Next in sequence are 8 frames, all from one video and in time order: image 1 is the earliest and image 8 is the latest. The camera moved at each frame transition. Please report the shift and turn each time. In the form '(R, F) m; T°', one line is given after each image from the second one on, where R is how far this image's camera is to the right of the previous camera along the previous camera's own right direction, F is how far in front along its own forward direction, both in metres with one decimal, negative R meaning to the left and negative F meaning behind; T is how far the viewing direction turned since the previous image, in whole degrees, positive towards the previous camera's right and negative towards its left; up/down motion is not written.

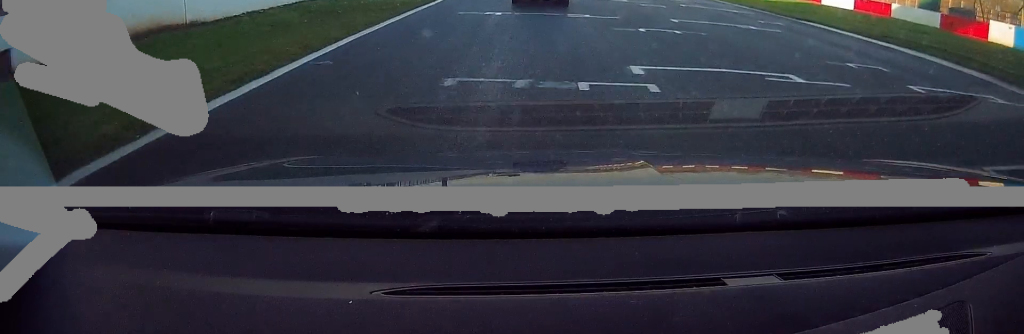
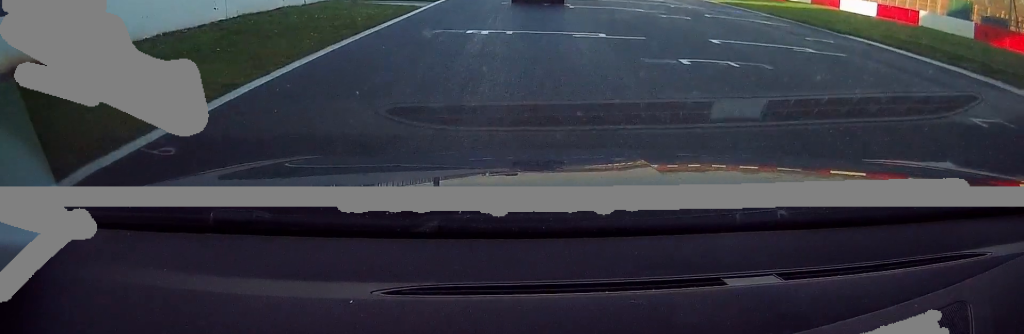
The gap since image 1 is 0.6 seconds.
(0.0, +3.9) m; 0°
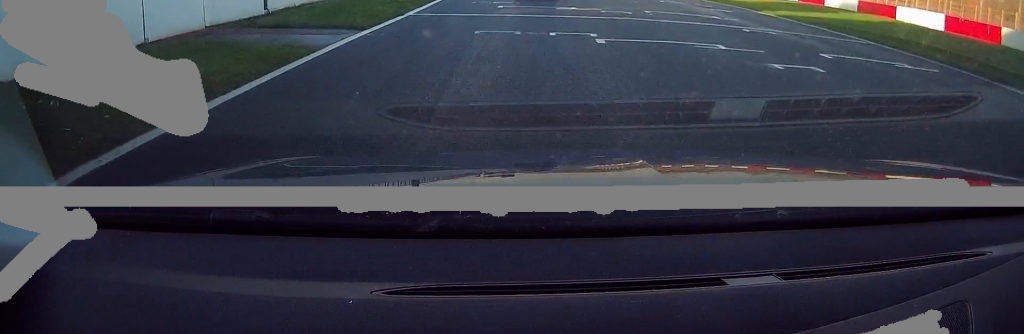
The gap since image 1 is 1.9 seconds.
(+0.3, +8.9) m; +3°
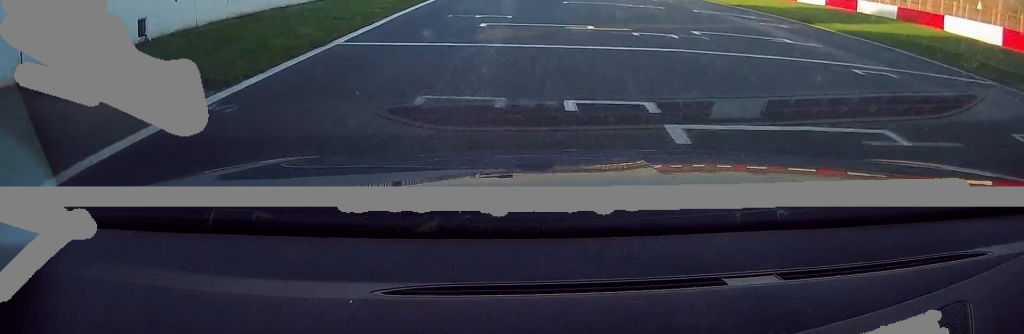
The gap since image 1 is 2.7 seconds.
(+0.2, +6.1) m; 0°
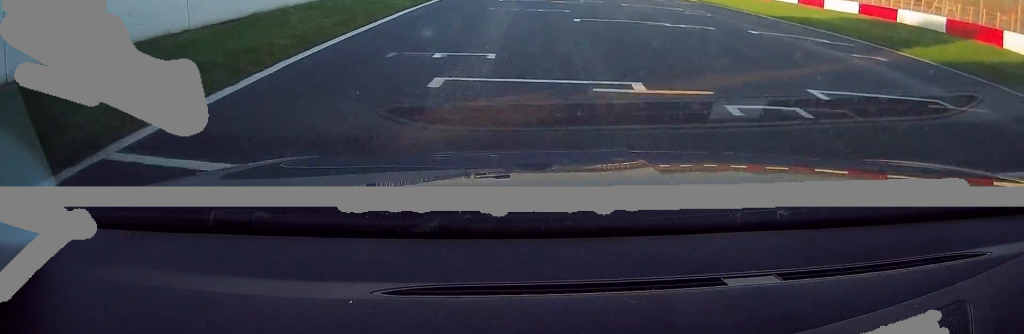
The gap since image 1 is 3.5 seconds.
(-0.2, +6.0) m; -3°
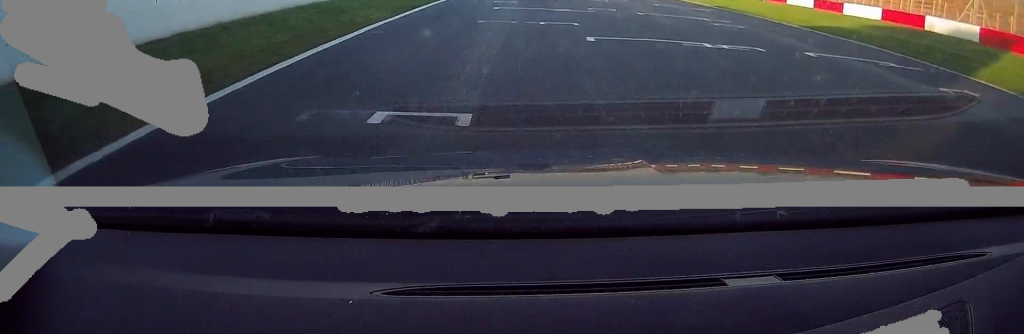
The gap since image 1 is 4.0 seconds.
(-0.1, +3.3) m; -1°
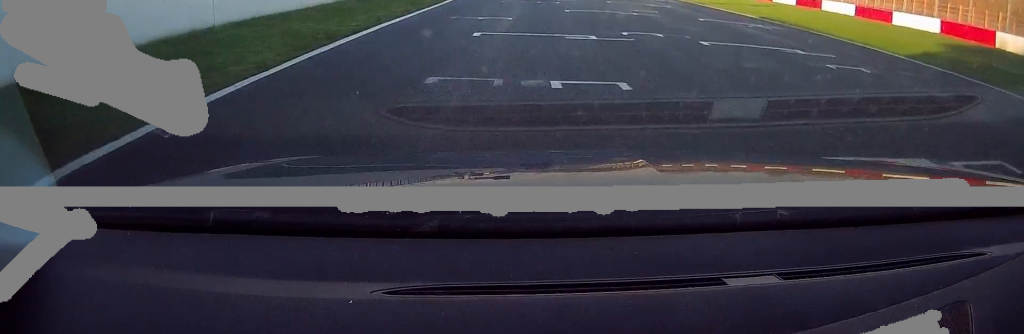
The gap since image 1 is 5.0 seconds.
(-0.1, +7.1) m; +1°
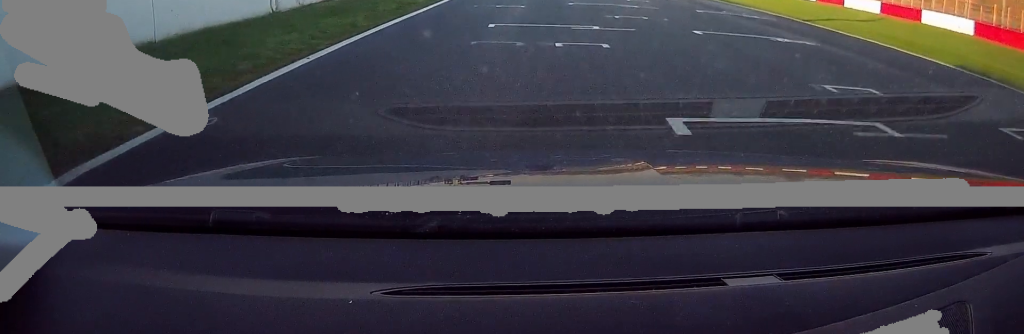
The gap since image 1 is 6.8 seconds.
(+0.5, +14.5) m; 0°
